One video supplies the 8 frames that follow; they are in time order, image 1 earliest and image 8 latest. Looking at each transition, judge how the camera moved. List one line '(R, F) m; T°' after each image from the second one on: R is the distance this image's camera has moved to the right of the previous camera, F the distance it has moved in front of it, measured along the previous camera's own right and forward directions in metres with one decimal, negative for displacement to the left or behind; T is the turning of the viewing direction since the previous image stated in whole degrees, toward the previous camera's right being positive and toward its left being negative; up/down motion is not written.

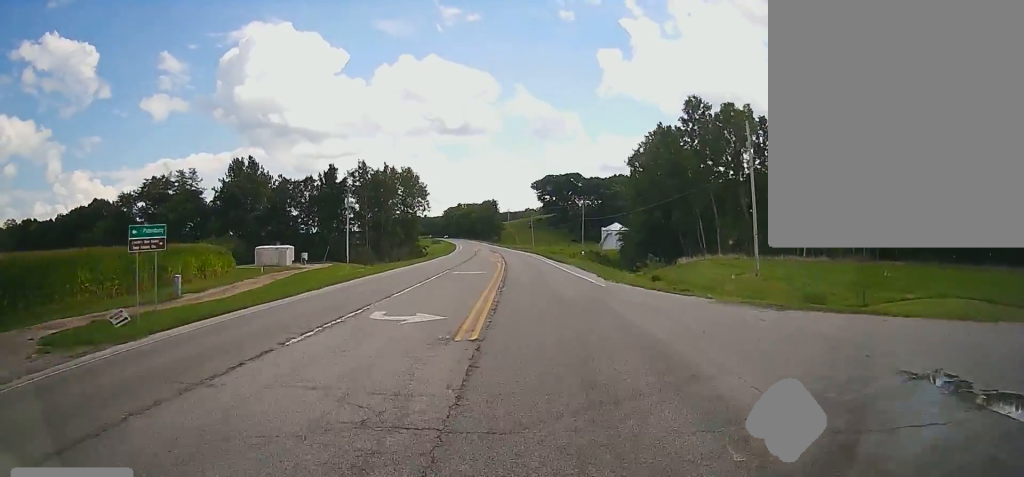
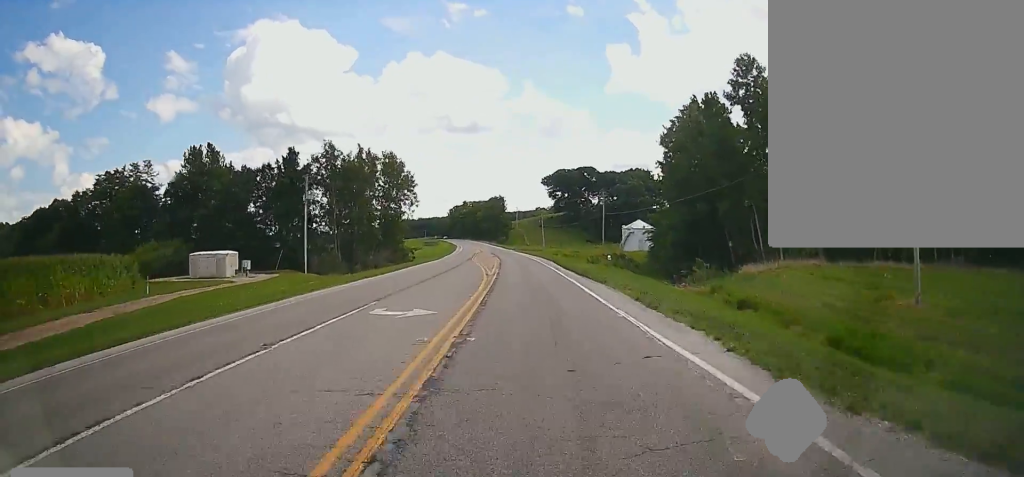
(-0.1, +22.9) m; -1°
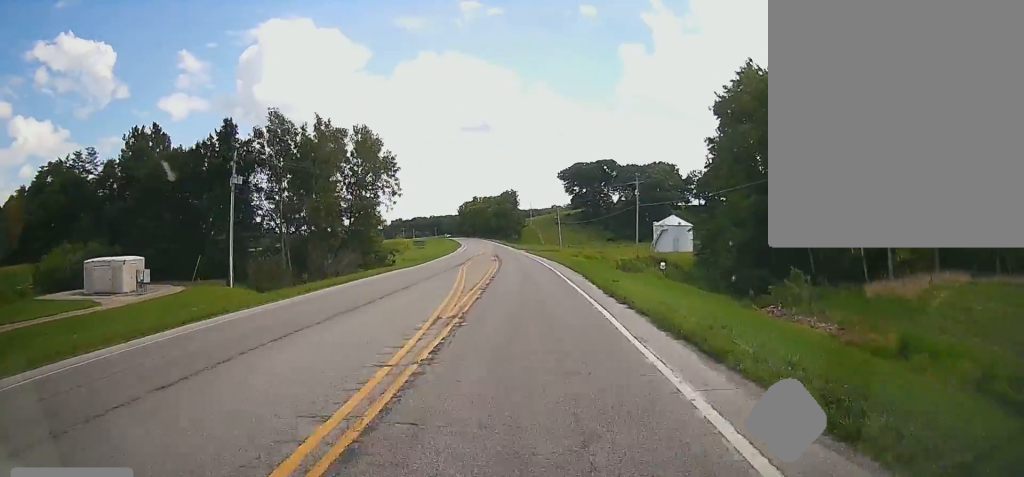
(-0.2, +23.6) m; -1°
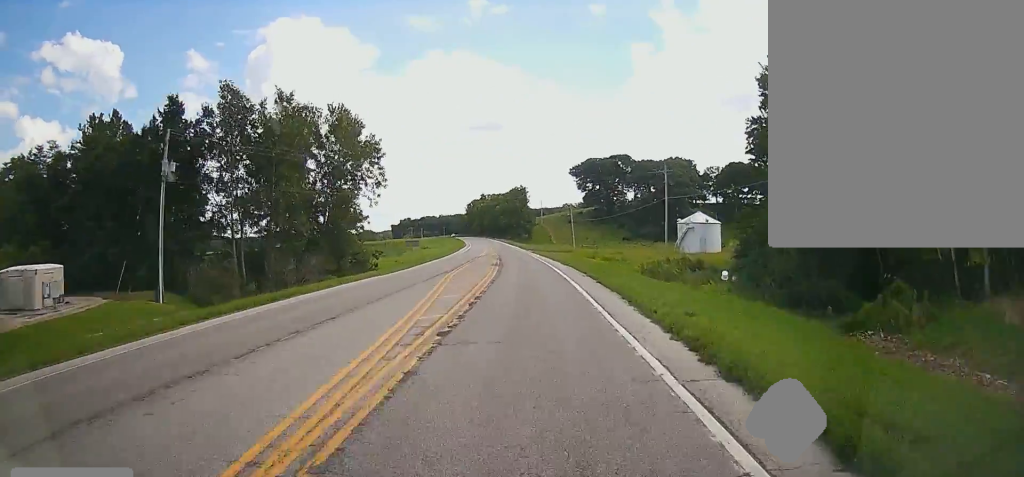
(0.0, +11.3) m; 0°
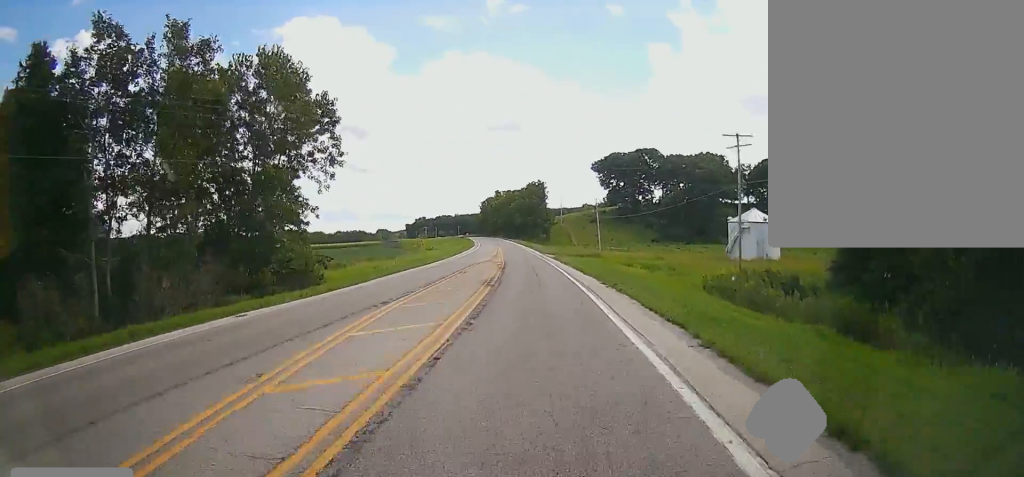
(-0.1, +18.2) m; -1°
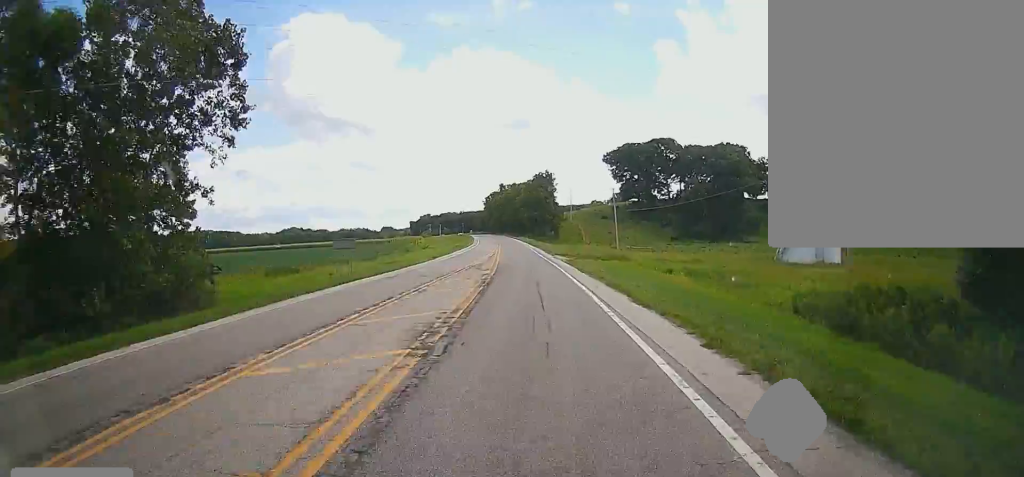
(-0.1, +14.4) m; -2°
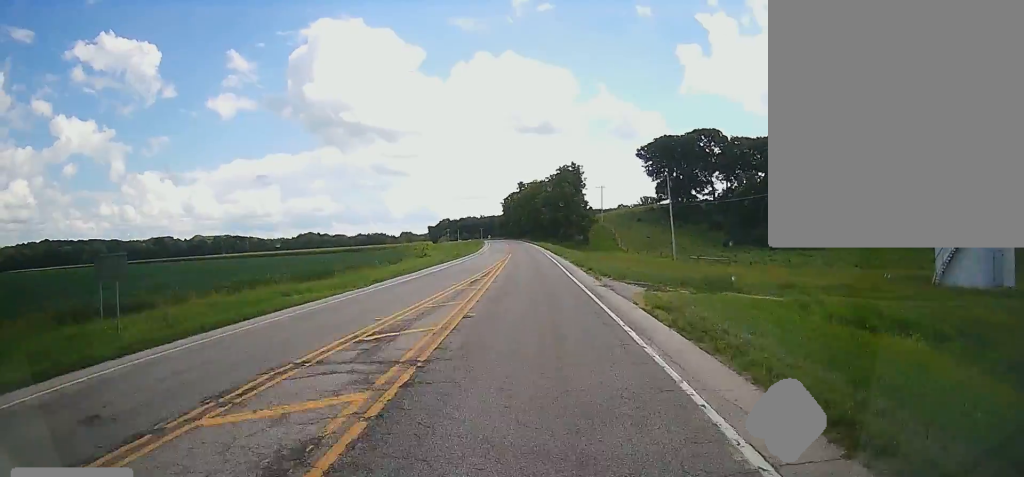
(-0.6, +24.4) m; -2°
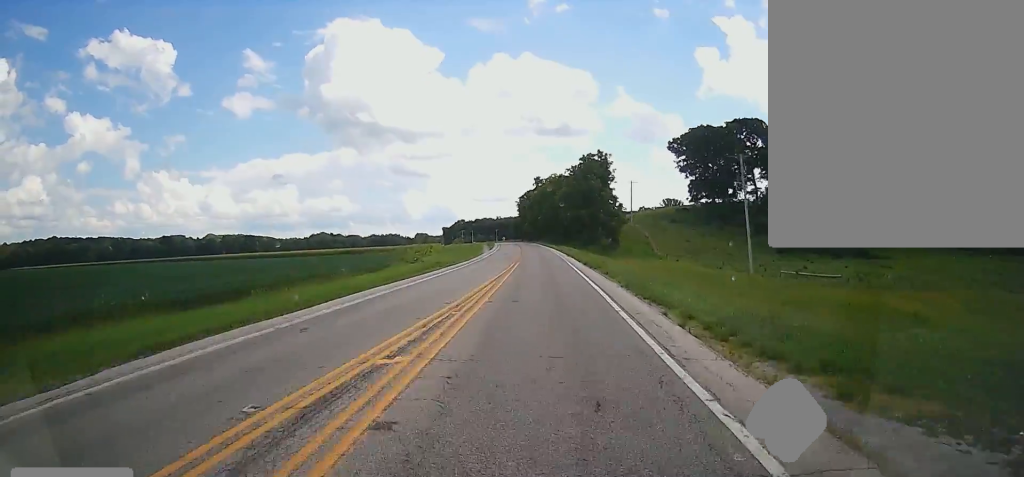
(-0.1, +20.2) m; -1°
